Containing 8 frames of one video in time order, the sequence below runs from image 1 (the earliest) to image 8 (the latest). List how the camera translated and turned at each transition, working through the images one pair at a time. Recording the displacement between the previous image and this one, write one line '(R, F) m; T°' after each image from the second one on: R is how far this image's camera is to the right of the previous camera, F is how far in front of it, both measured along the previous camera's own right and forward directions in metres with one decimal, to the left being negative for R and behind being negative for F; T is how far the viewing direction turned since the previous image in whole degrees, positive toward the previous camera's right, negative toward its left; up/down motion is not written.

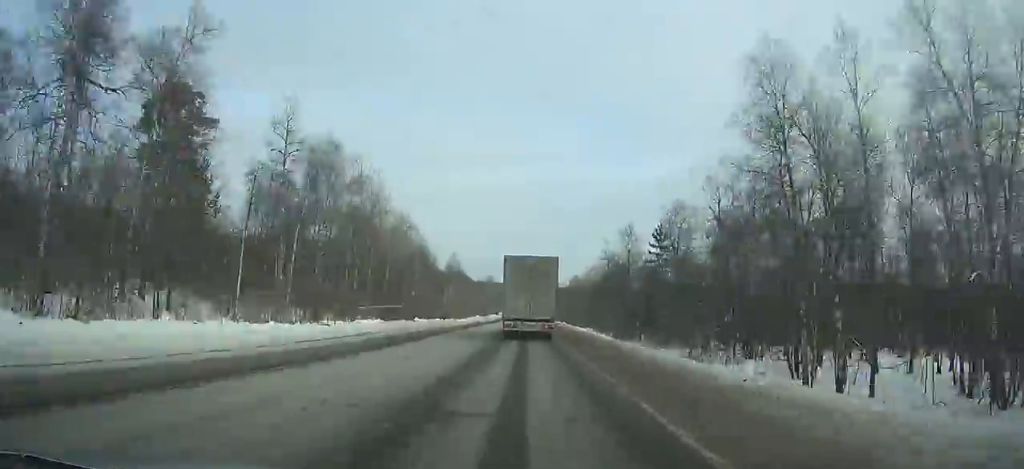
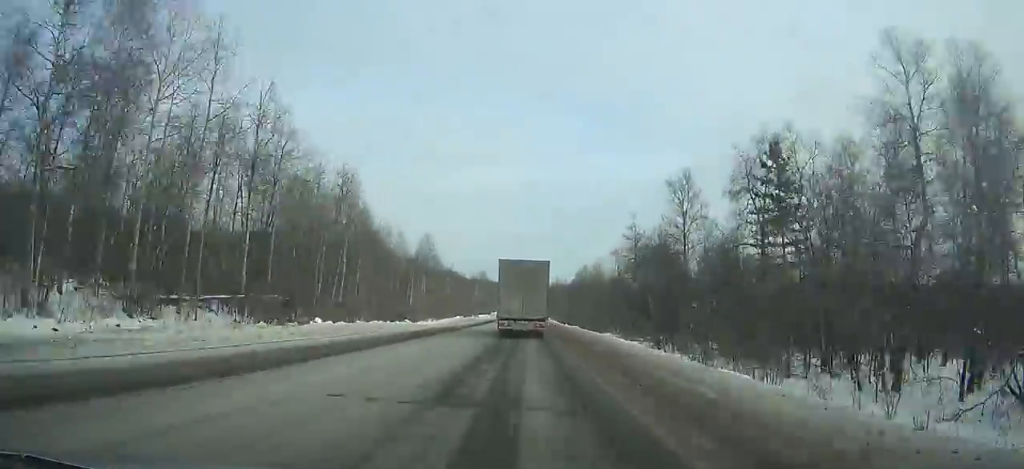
(0.0, +32.6) m; 0°
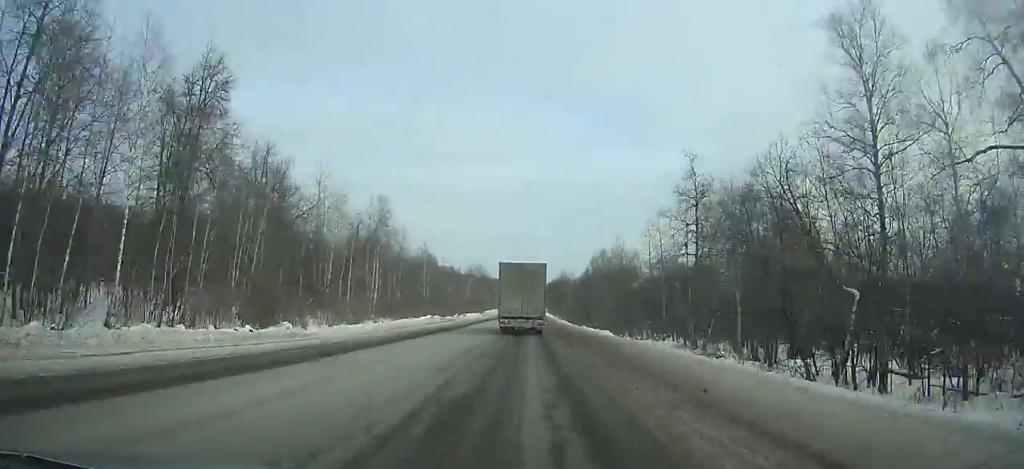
(0.0, +33.2) m; 0°
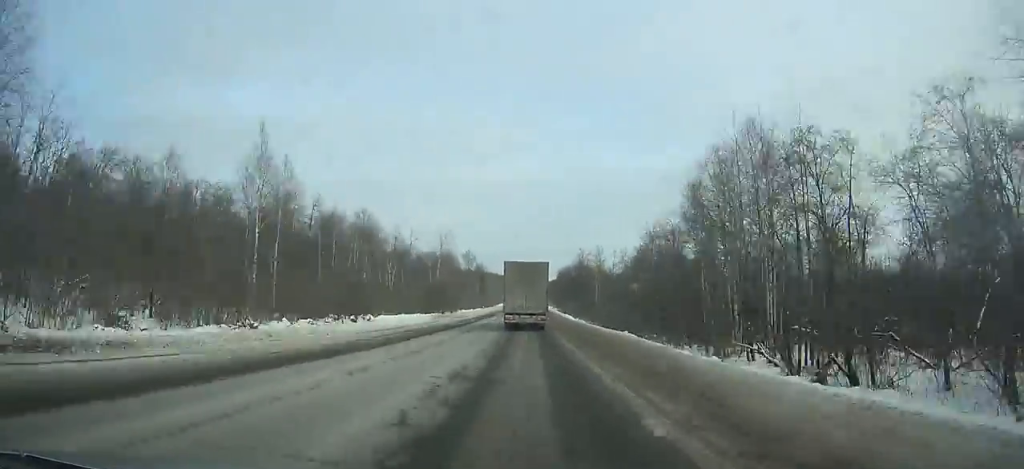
(-0.1, +68.3) m; 0°
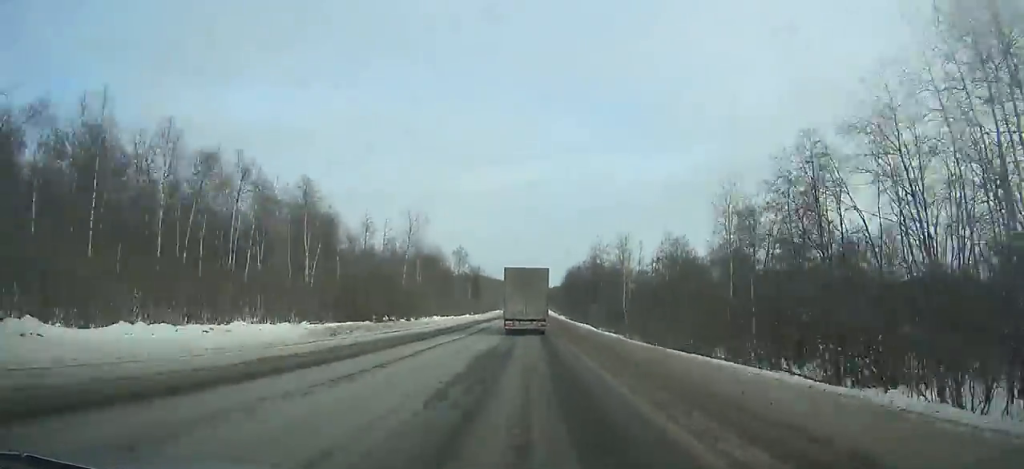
(0.0, +32.7) m; 0°
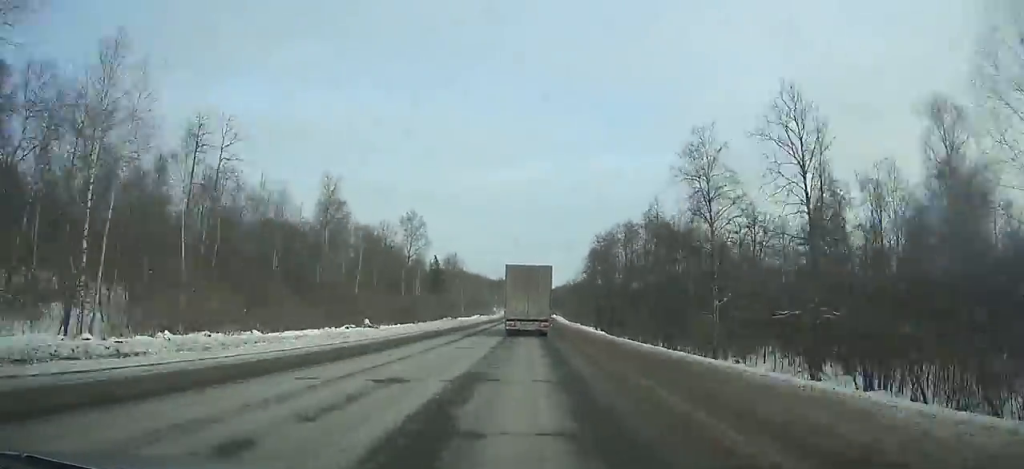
(0.0, +74.3) m; 0°
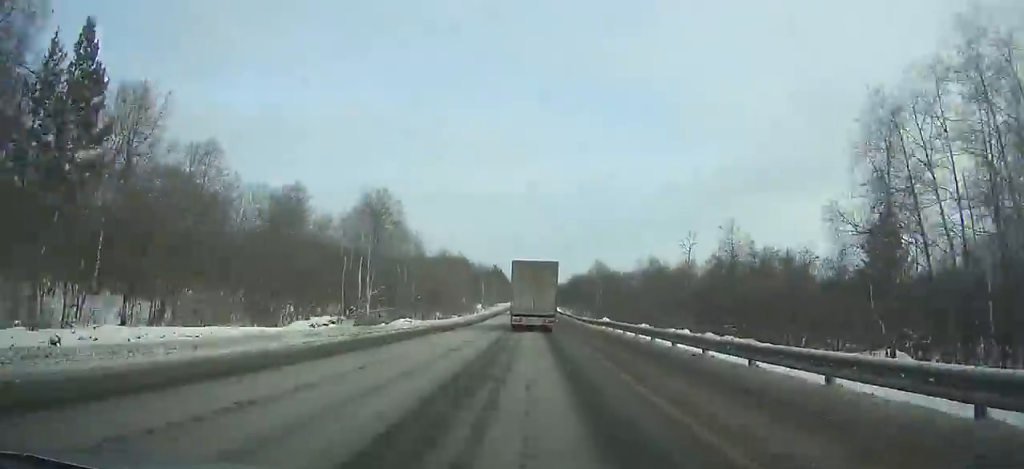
(0.0, +100.1) m; 0°
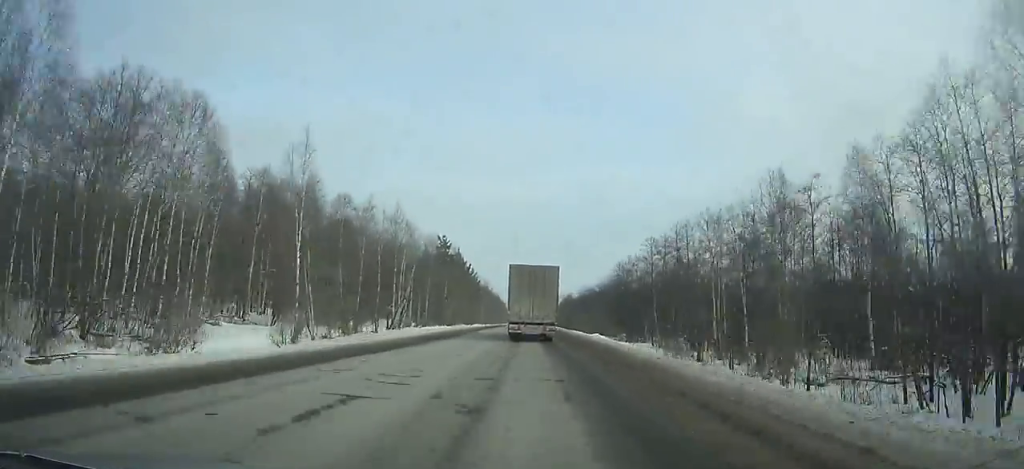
(+0.8, +146.4) m; 0°
